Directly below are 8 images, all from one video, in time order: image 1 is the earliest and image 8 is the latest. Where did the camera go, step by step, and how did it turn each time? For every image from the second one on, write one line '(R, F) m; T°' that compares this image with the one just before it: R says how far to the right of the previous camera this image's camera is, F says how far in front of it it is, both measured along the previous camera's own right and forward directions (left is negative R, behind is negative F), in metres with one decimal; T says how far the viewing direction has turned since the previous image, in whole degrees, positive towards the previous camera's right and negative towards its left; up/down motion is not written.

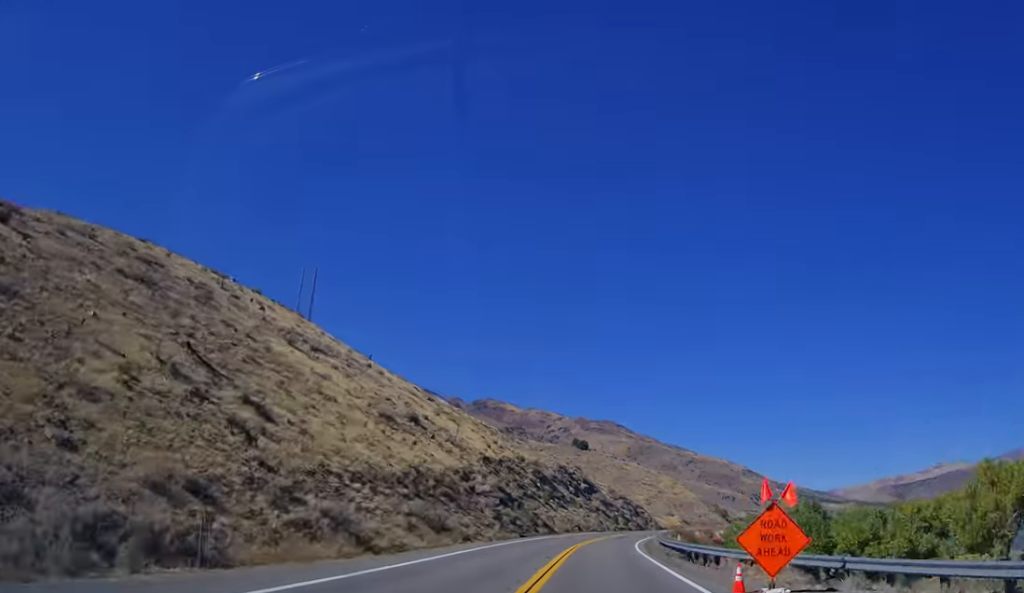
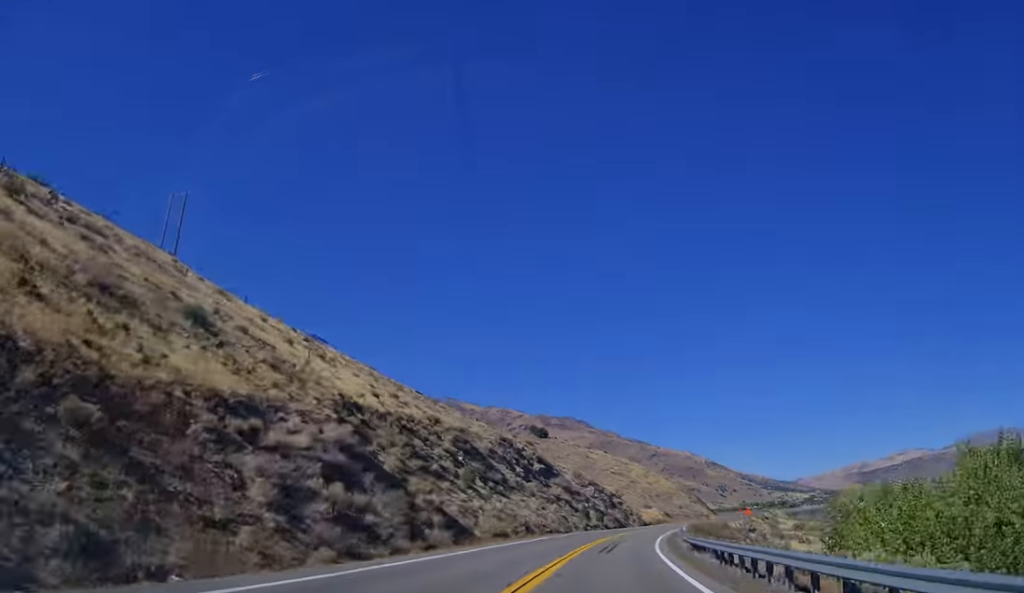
(0.0, +37.0) m; 0°
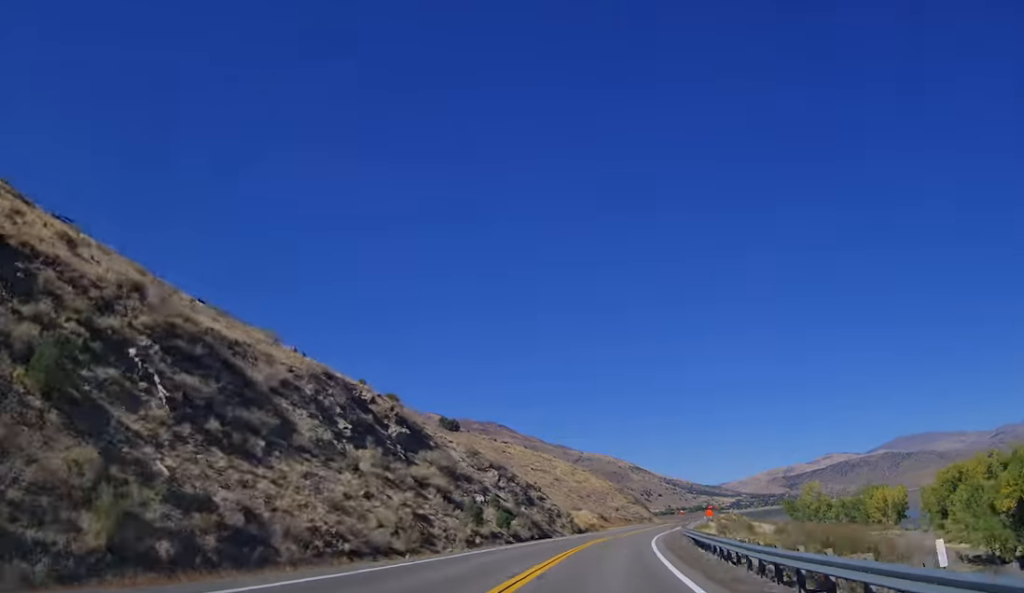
(0.0, +37.0) m; +1°
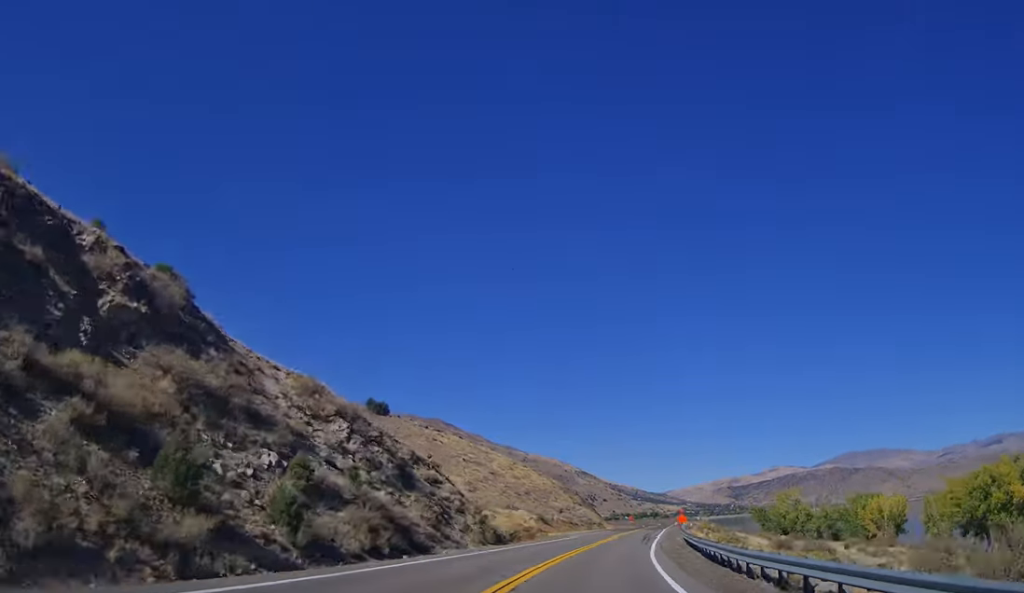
(+0.2, +28.0) m; +4°
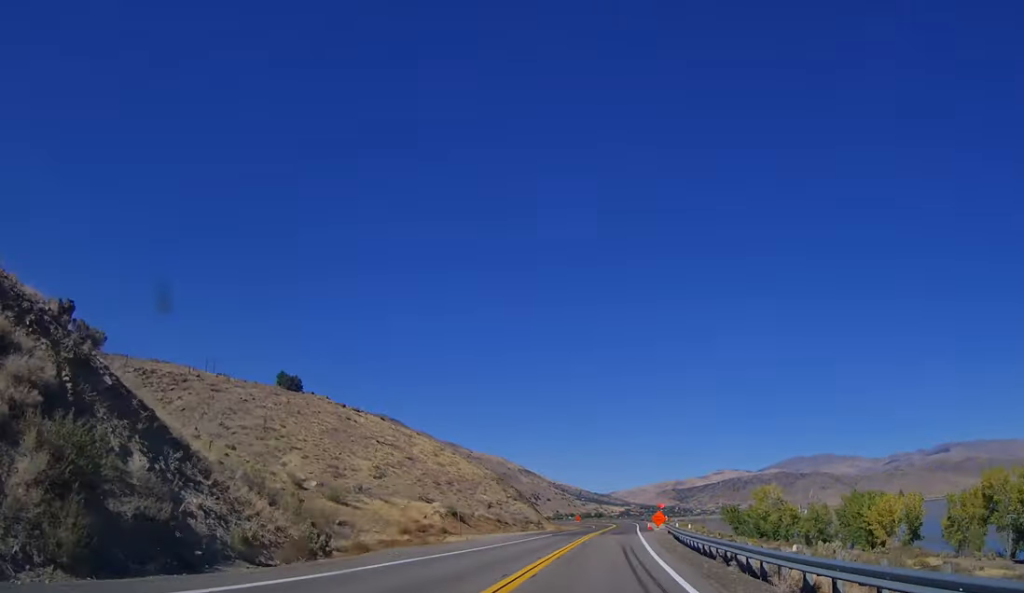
(+0.9, +30.6) m; +6°
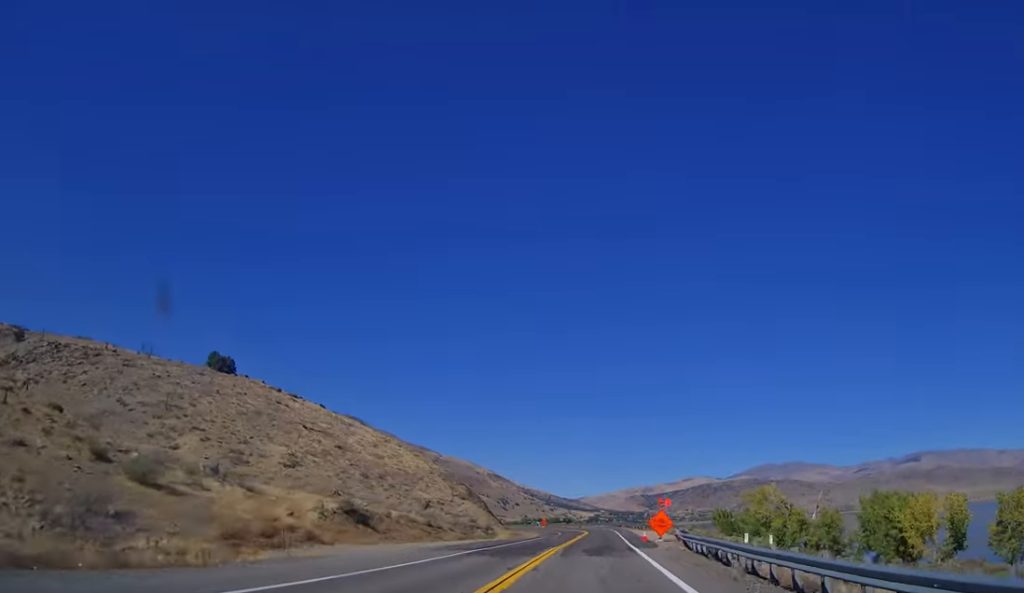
(+1.6, +24.7) m; +5°
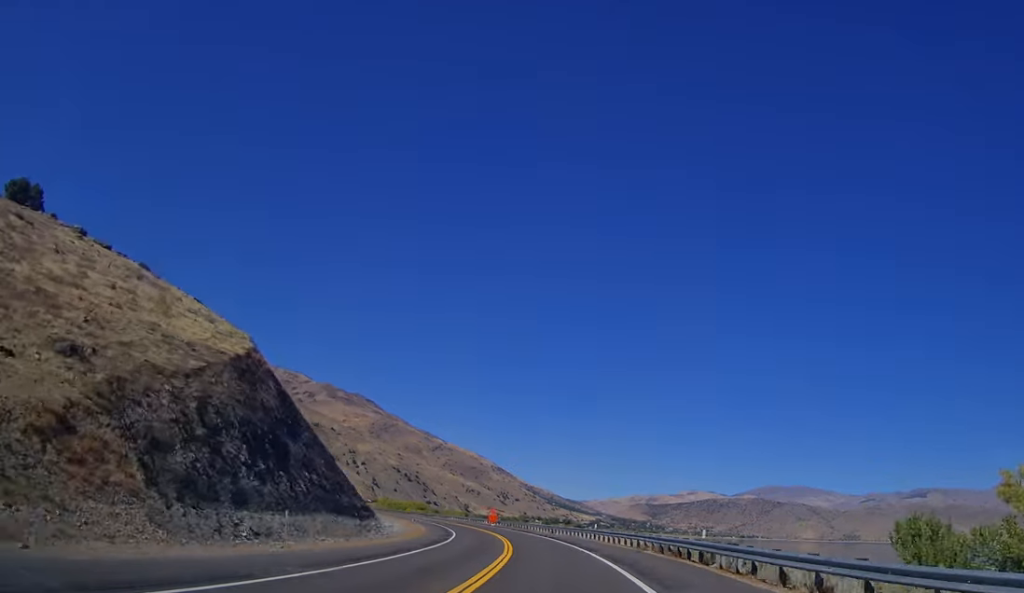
(+3.0, +86.1) m; 0°
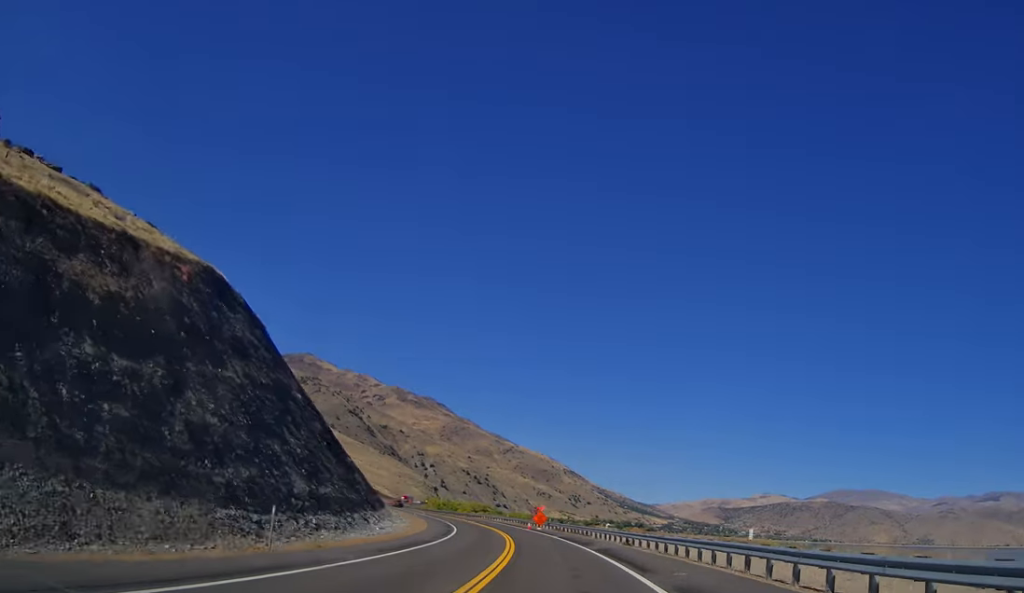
(-0.4, +30.0) m; -3°
